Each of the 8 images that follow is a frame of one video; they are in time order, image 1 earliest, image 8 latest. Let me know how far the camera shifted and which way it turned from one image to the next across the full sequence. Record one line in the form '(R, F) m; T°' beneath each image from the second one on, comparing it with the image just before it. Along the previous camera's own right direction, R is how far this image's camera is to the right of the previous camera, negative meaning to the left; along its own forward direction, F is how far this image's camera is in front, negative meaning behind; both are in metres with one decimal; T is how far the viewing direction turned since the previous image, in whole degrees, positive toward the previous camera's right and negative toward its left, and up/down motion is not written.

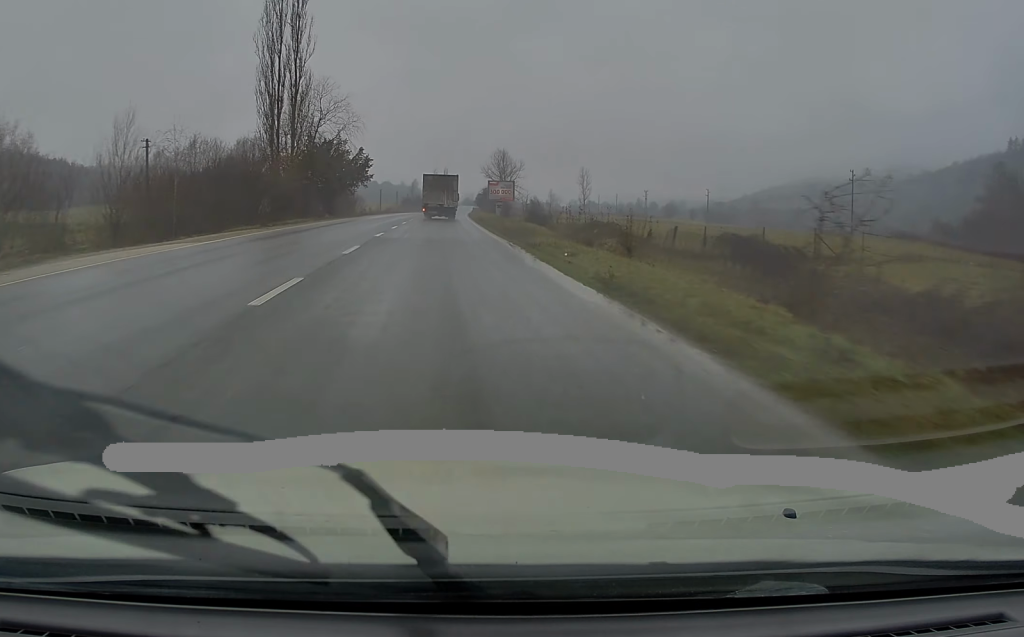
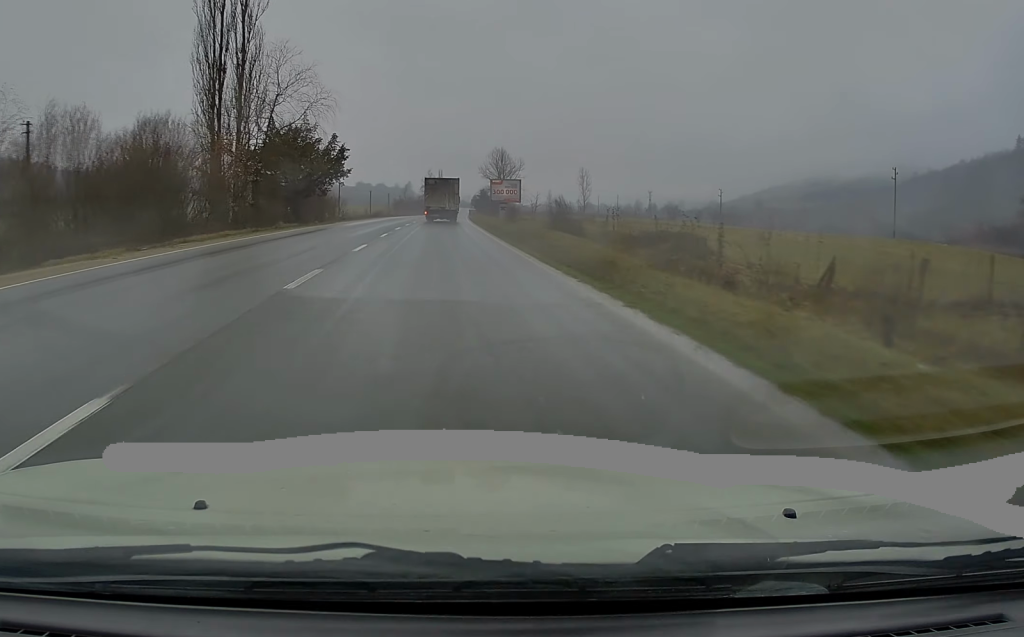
(0.0, +15.8) m; 0°
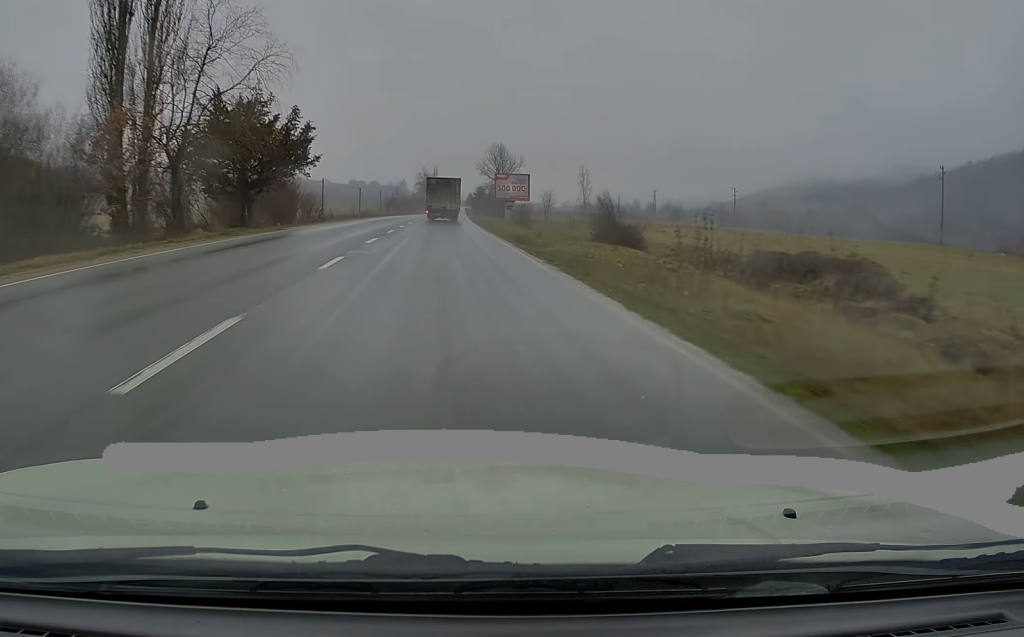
(0.0, +14.4) m; 0°
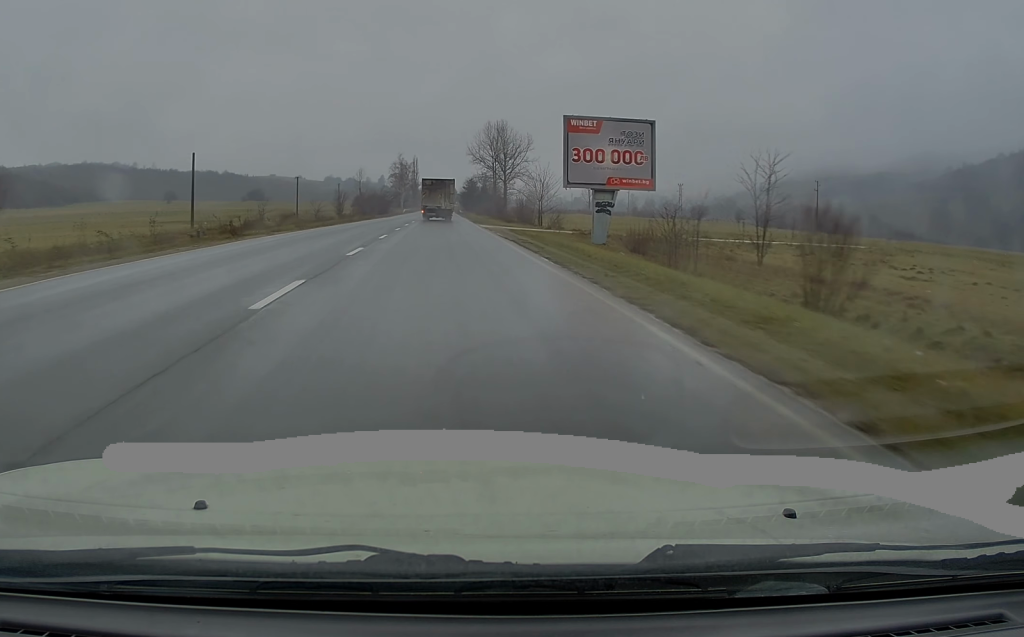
(+1.3, +58.3) m; +2°
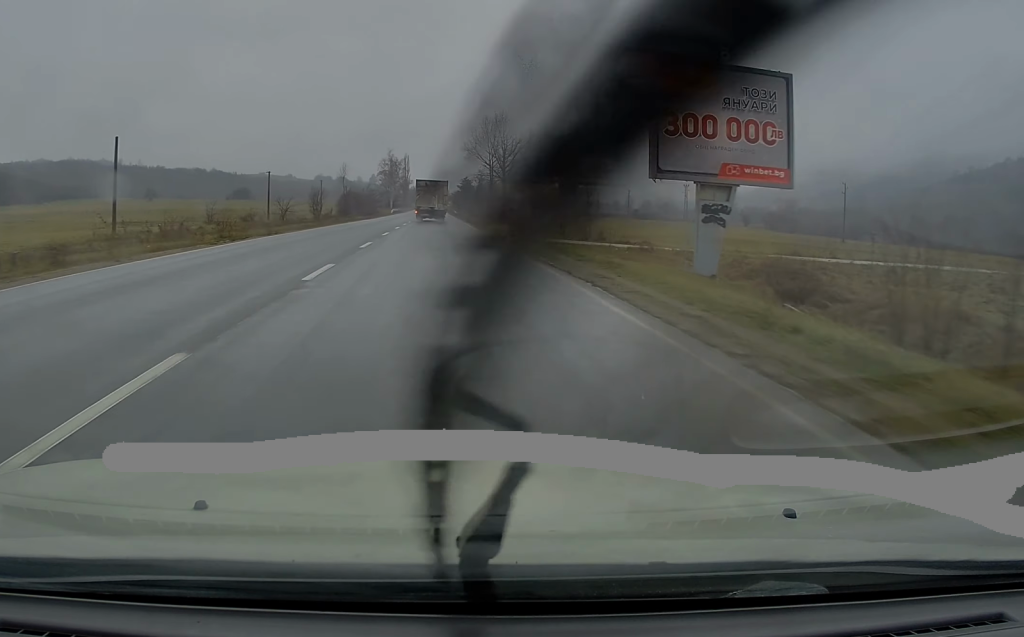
(0.0, +14.6) m; 0°
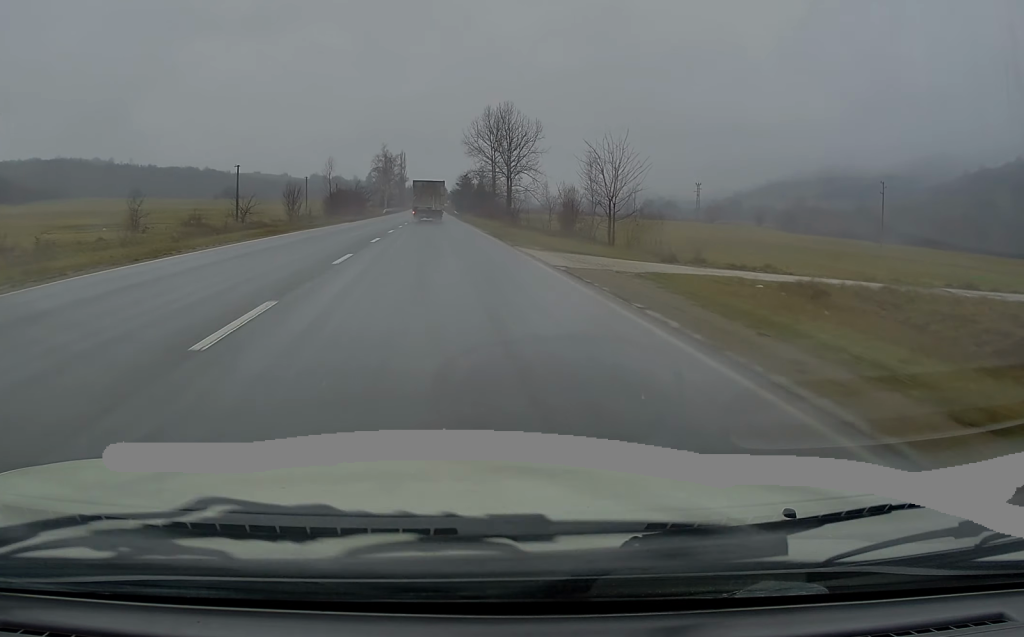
(-0.1, +14.6) m; +1°
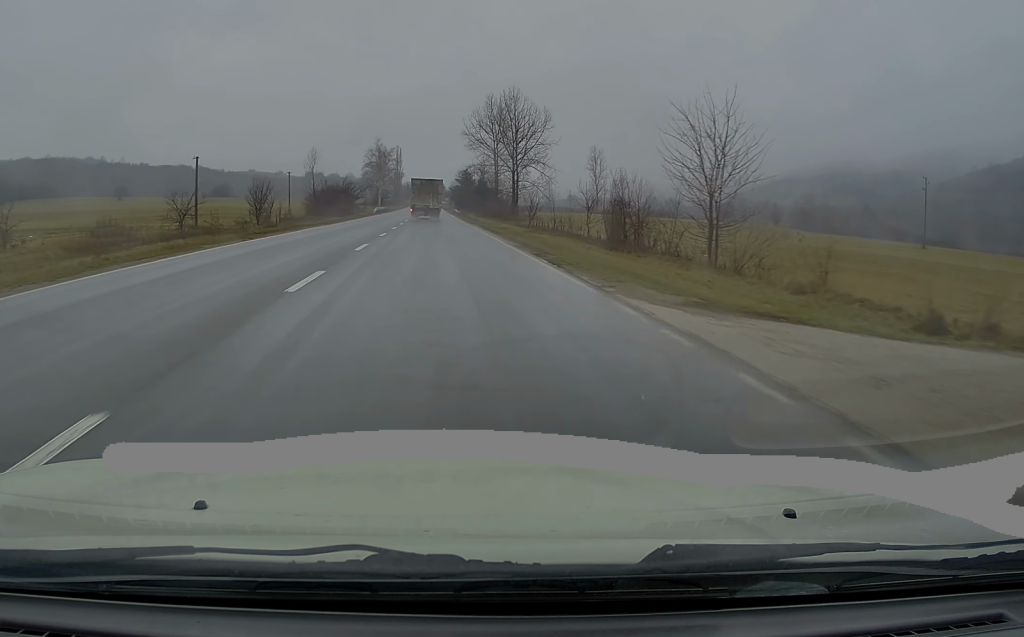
(+0.2, +13.8) m; 0°
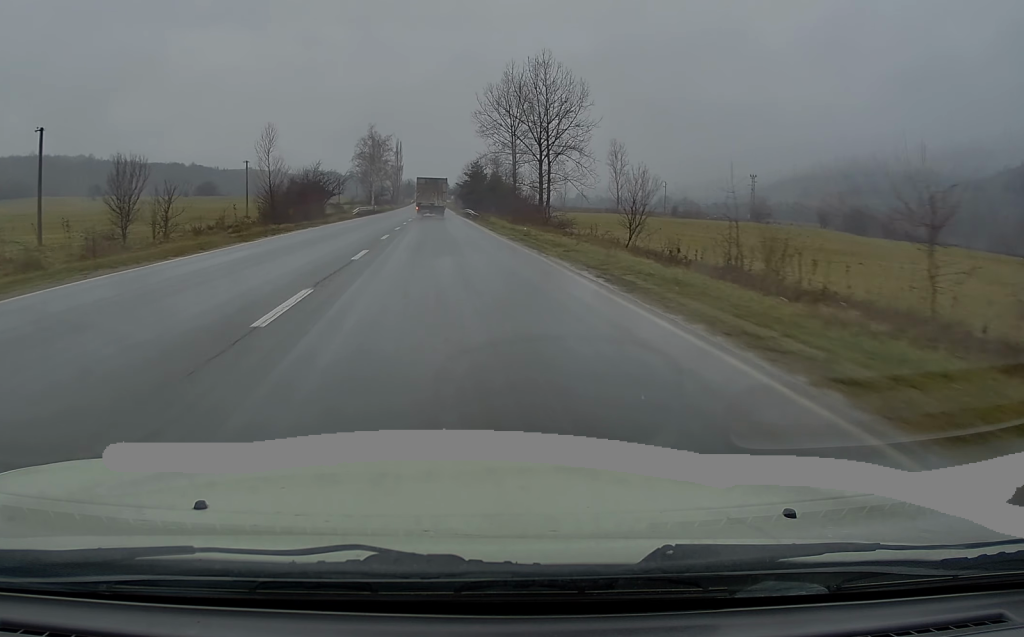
(-0.2, +29.0) m; -1°
